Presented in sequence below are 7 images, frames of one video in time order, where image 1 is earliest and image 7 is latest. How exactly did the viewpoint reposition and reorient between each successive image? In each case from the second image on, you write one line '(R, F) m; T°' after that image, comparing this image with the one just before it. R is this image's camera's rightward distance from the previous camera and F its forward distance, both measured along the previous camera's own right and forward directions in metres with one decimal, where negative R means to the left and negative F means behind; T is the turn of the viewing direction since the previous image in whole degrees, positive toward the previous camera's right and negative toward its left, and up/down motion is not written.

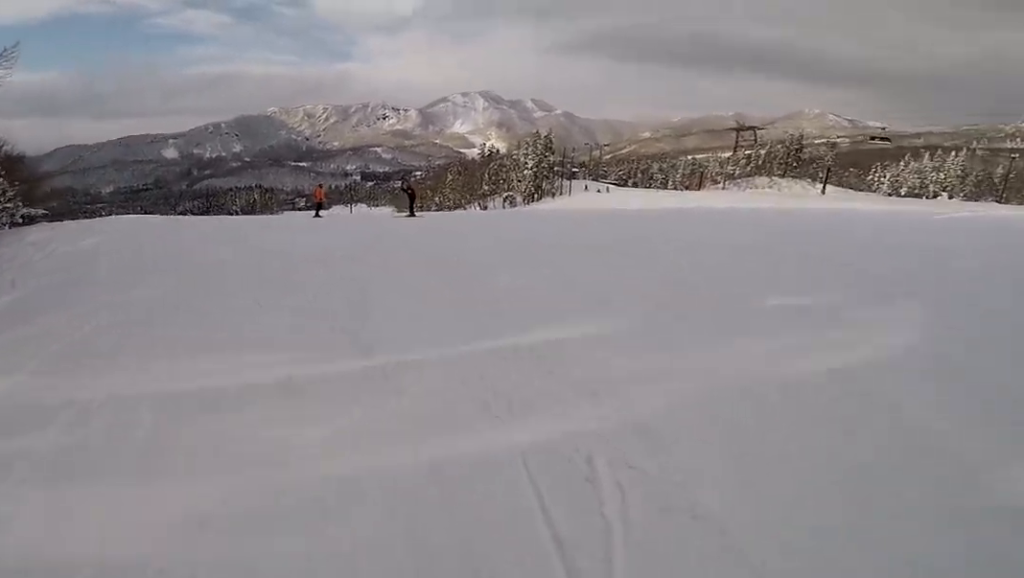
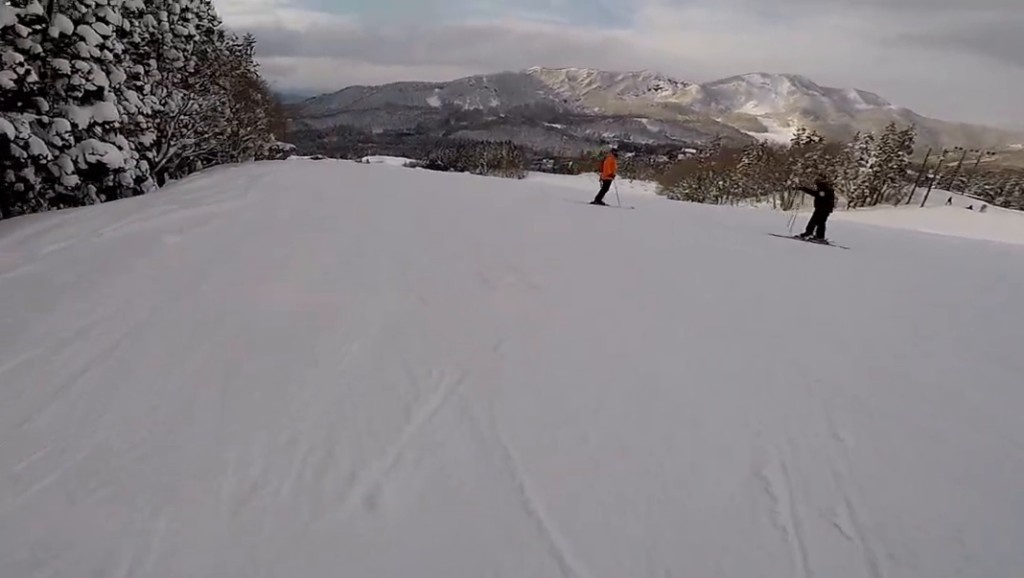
(-1.7, +9.3) m; -15°
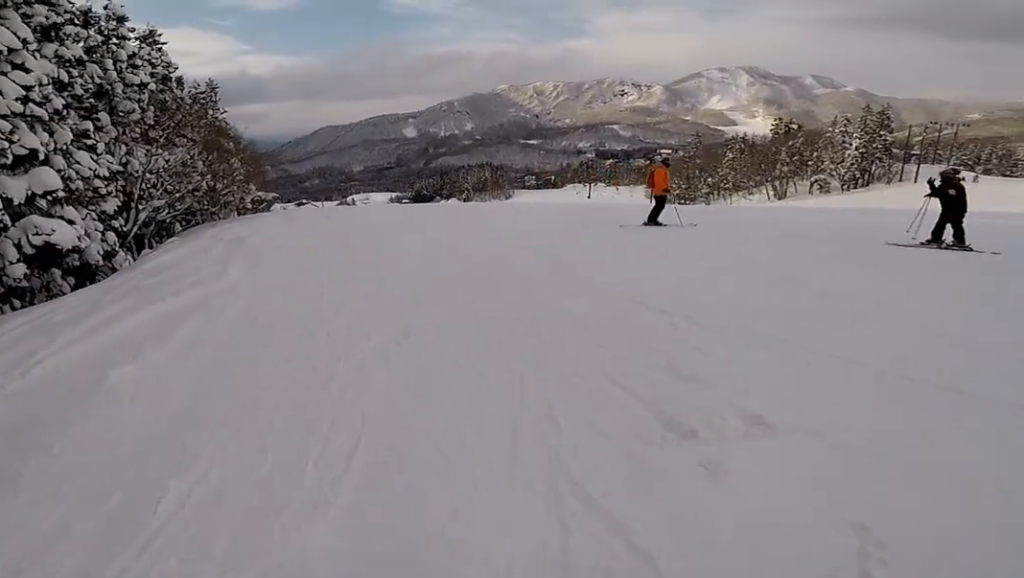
(0.0, +2.6) m; +5°
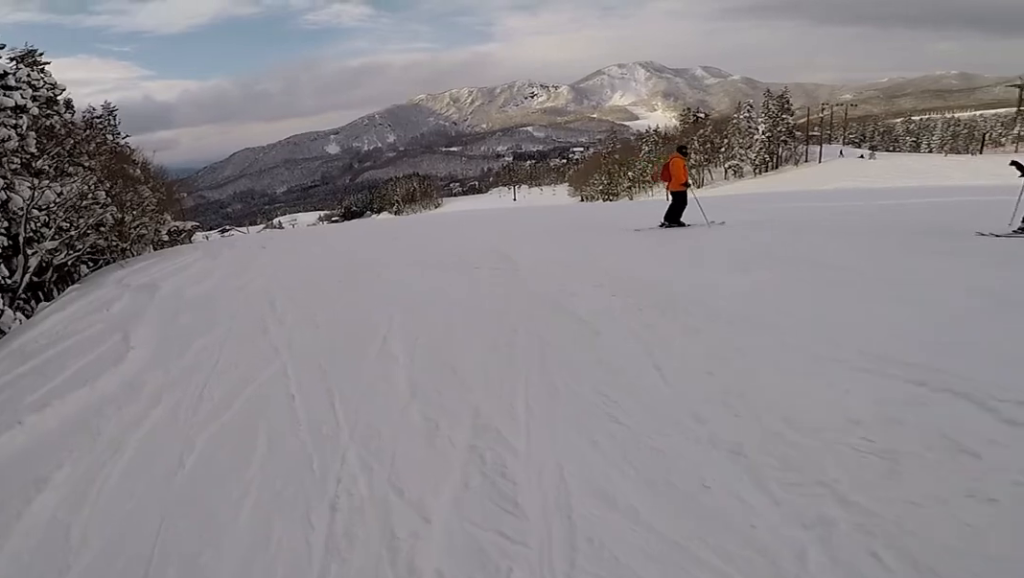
(-0.3, +2.6) m; +5°
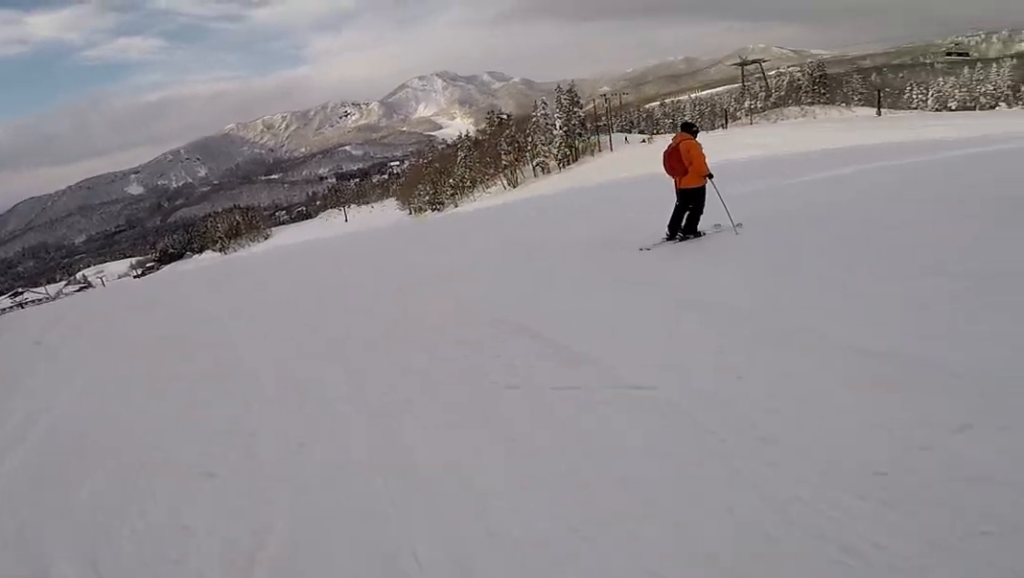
(+0.8, +4.2) m; +5°
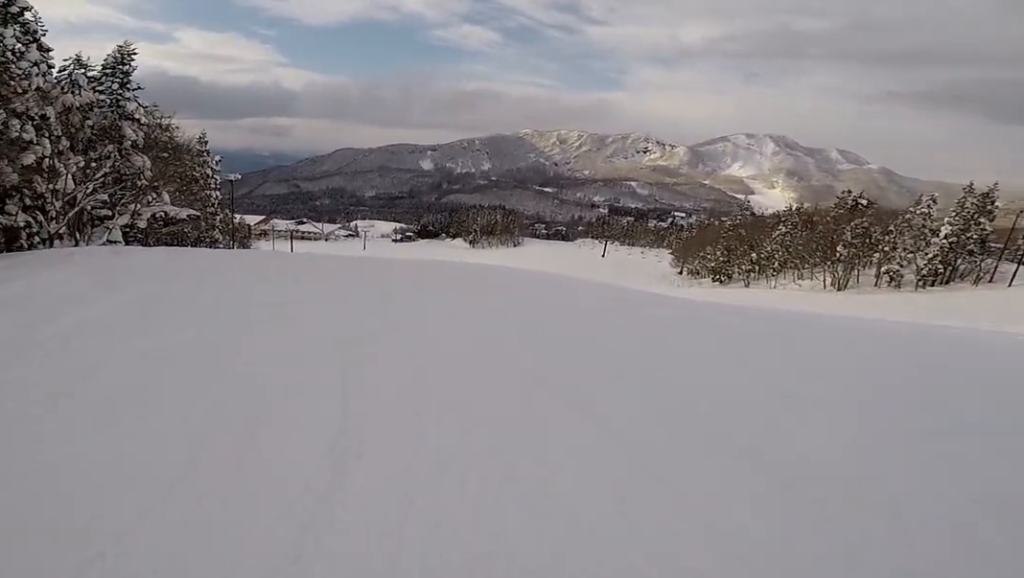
(-1.2, +8.8) m; -18°
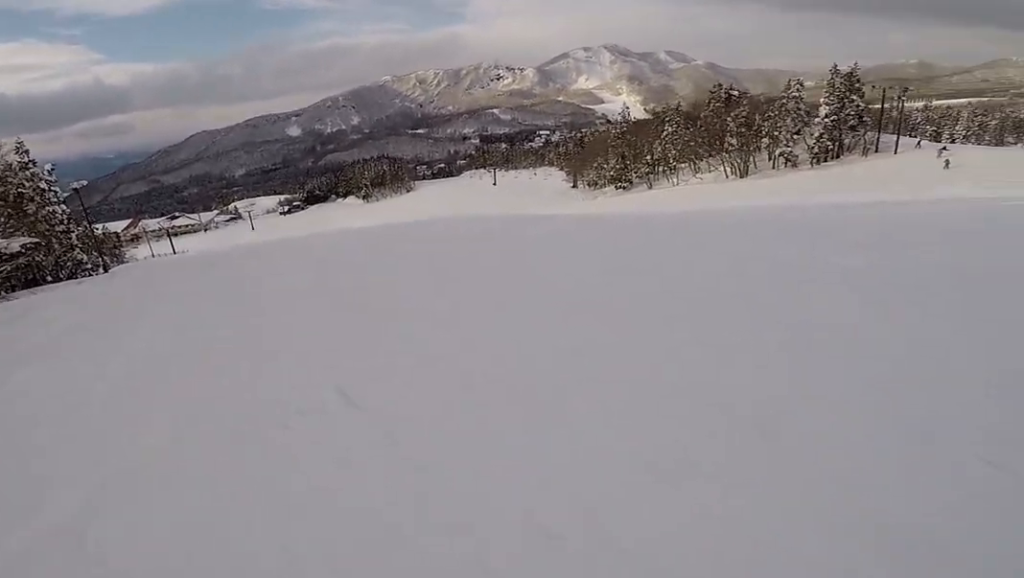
(+0.1, +7.4) m; +8°
